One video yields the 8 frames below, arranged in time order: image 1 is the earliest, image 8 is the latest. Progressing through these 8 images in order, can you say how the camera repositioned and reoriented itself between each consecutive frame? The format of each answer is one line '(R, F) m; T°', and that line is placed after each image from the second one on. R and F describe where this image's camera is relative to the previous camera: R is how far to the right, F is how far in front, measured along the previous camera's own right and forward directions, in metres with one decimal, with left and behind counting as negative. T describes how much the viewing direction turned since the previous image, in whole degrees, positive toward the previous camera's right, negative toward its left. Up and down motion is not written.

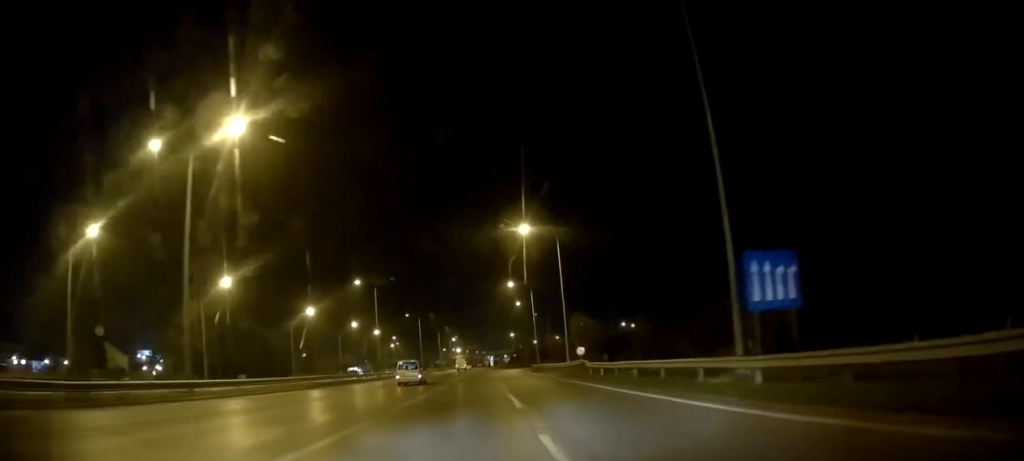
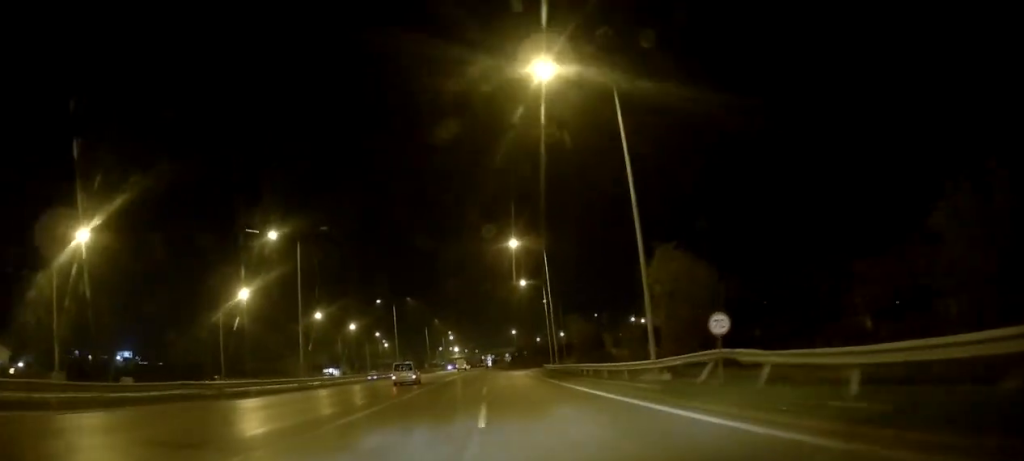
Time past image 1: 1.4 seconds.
(-0.1, +29.2) m; +1°
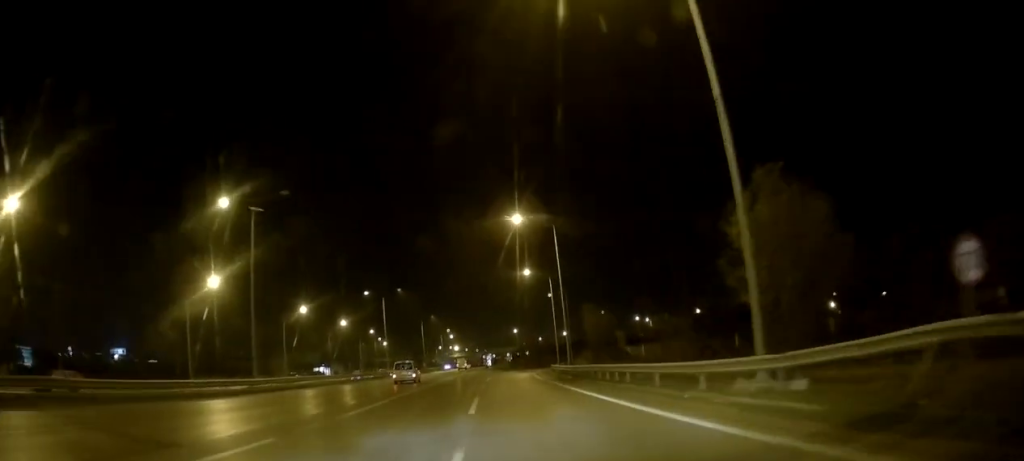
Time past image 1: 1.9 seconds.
(+0.4, +9.4) m; 0°
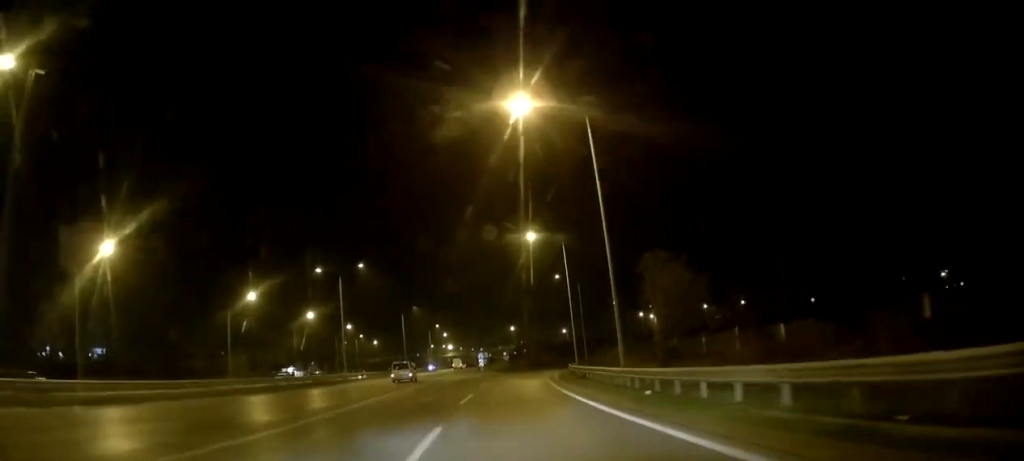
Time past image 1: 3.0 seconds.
(-0.6, +21.4) m; -2°
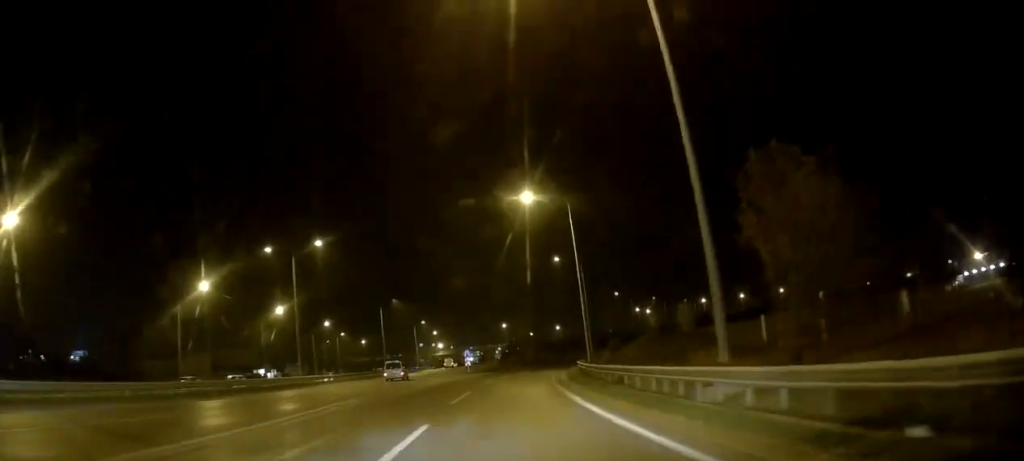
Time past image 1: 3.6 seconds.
(0.0, +12.5) m; +1°
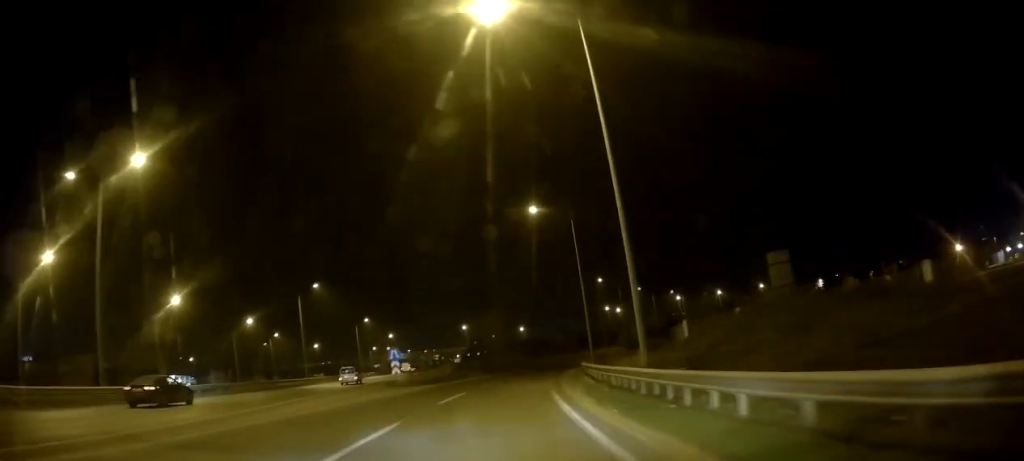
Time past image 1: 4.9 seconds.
(+0.8, +24.3) m; +4°
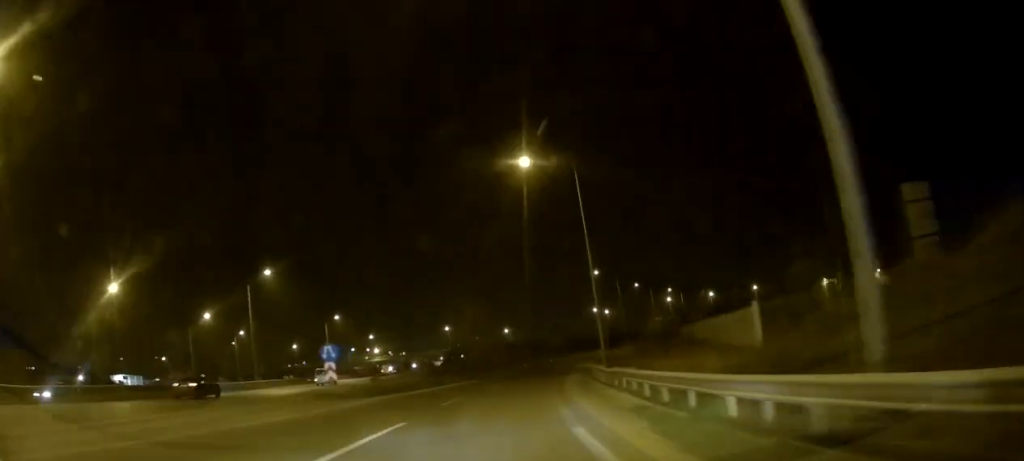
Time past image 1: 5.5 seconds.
(+0.2, +11.7) m; +2°
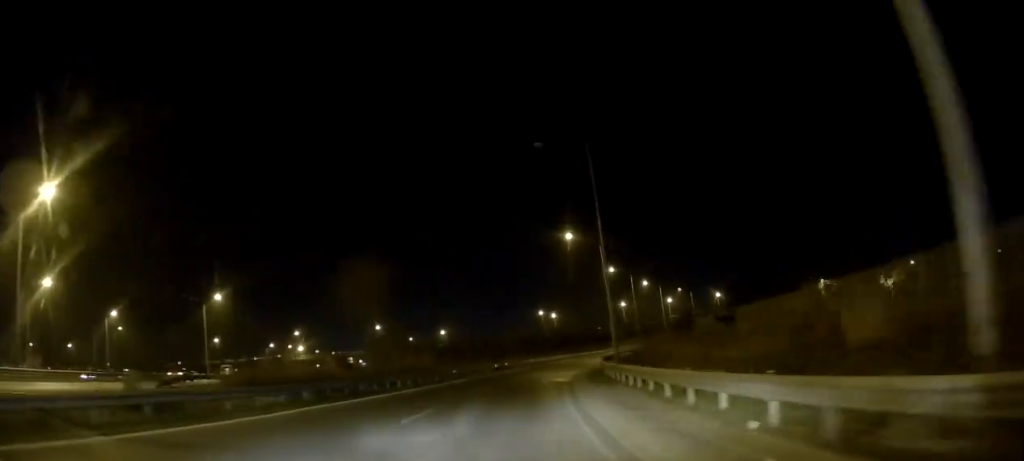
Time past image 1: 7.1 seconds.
(+1.1, +29.9) m; +5°
